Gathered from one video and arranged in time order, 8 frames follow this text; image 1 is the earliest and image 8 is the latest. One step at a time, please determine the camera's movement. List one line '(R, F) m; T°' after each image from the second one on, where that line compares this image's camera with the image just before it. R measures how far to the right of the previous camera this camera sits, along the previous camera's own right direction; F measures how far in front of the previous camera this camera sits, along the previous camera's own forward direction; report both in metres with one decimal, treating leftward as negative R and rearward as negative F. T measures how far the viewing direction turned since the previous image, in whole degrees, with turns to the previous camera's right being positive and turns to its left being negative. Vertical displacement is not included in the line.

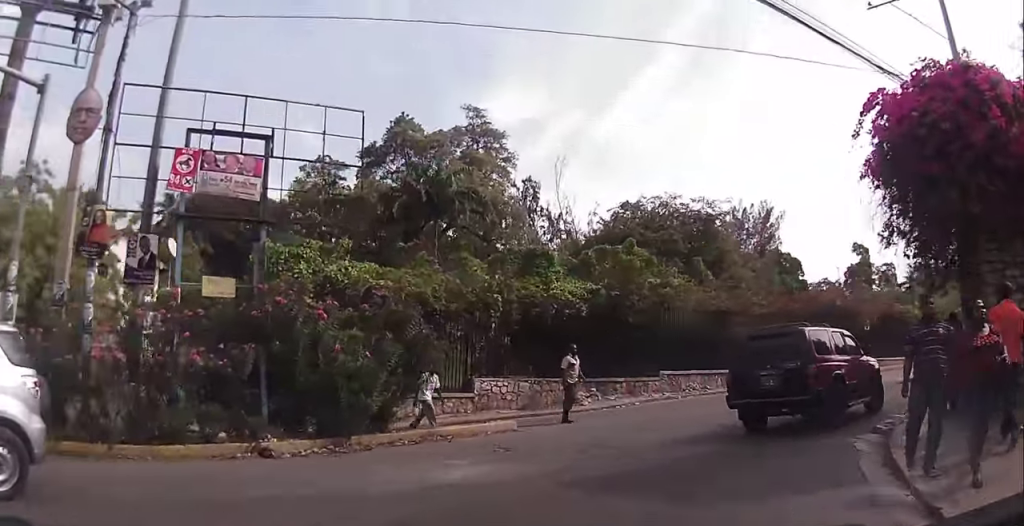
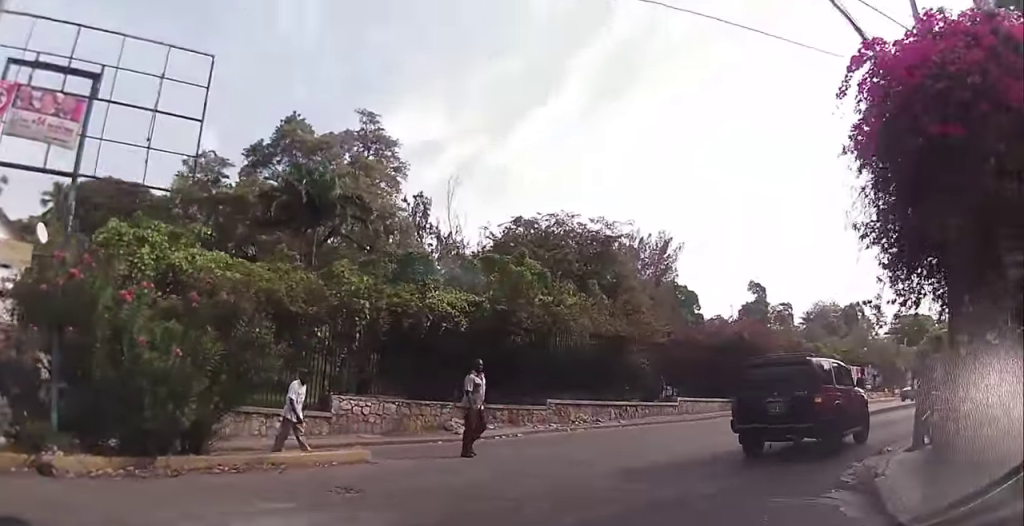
(-0.1, +3.0) m; +14°
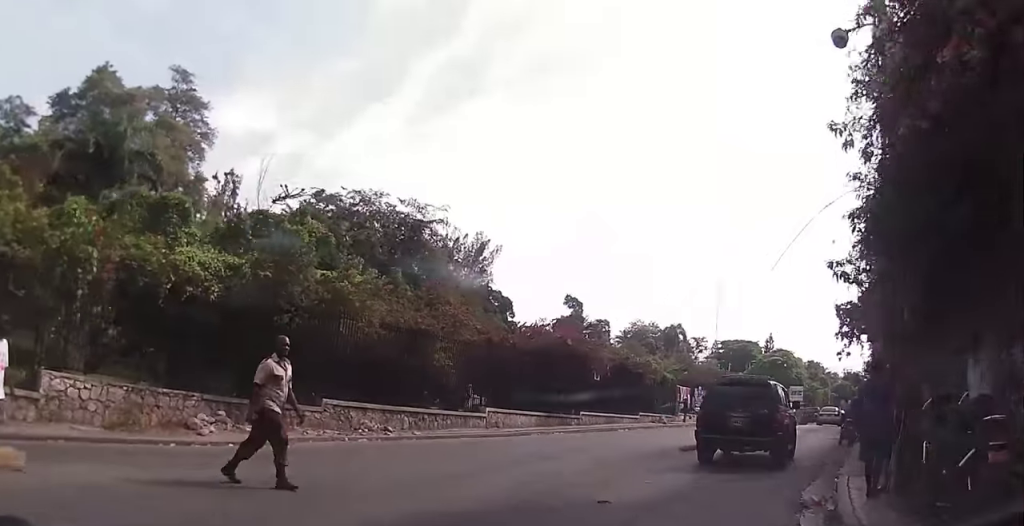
(+1.3, +5.0) m; +11°
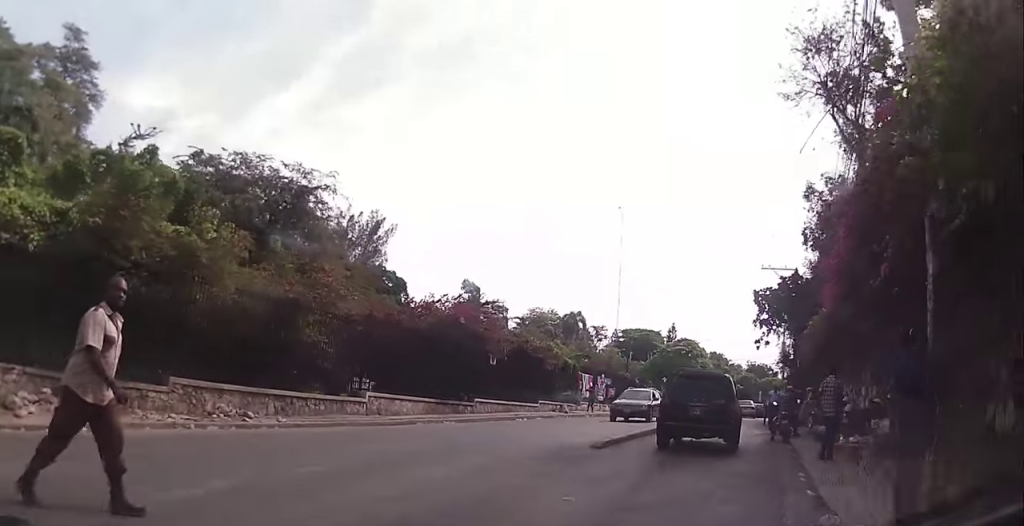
(-0.1, +3.4) m; +2°
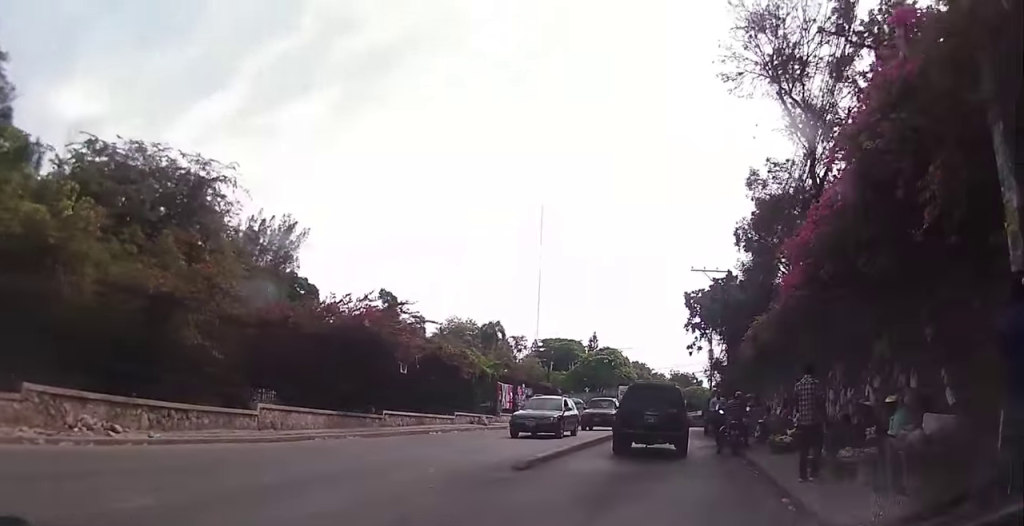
(-0.1, +2.9) m; +2°
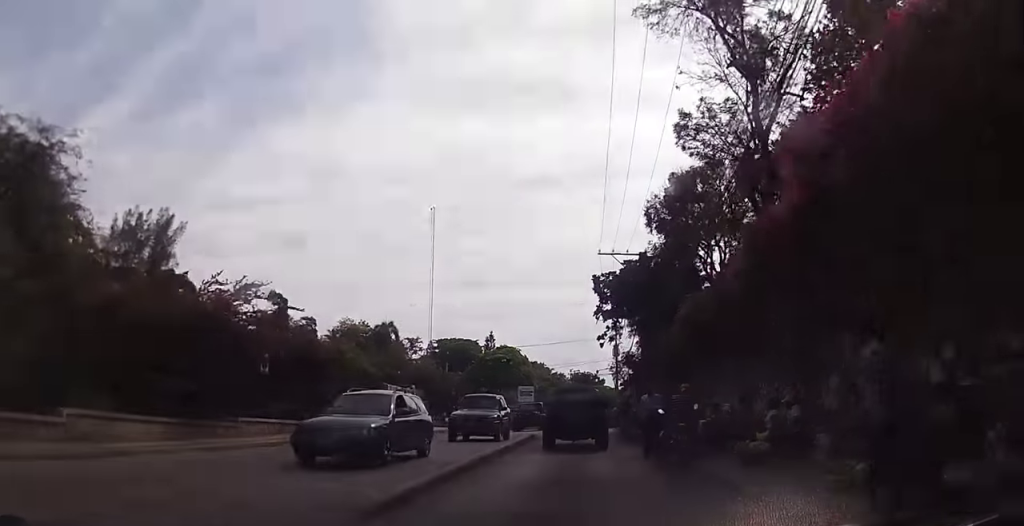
(+0.4, +5.6) m; +8°
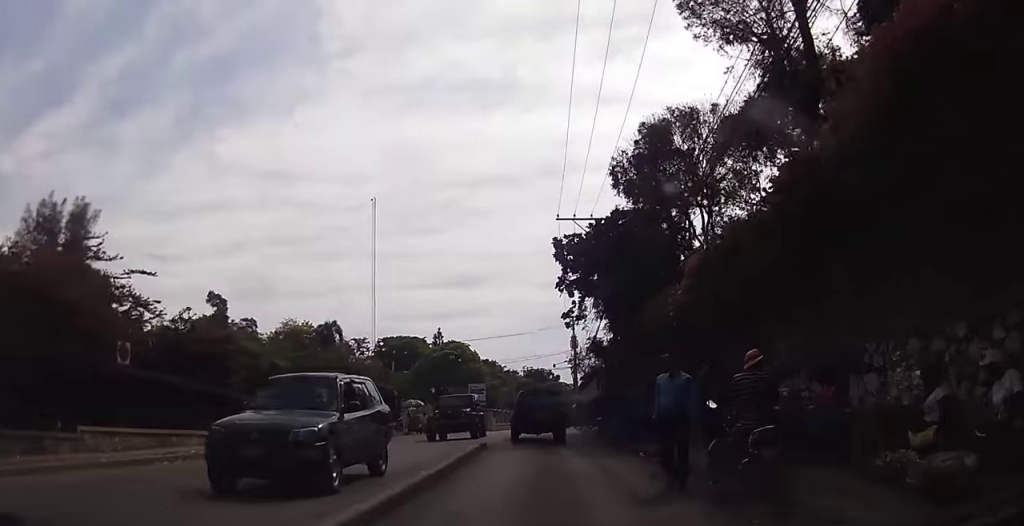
(+0.5, +7.5) m; +9°
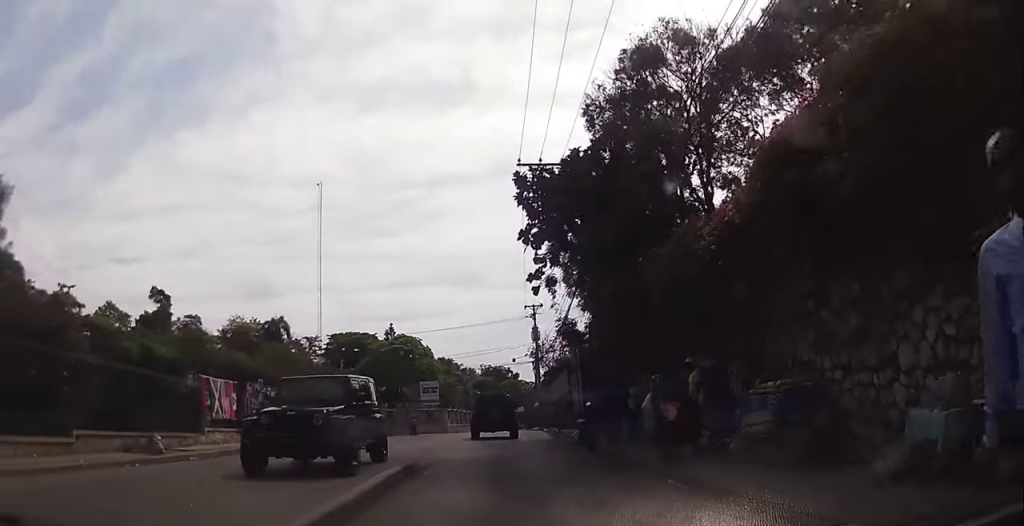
(+0.5, +7.0) m; +2°
